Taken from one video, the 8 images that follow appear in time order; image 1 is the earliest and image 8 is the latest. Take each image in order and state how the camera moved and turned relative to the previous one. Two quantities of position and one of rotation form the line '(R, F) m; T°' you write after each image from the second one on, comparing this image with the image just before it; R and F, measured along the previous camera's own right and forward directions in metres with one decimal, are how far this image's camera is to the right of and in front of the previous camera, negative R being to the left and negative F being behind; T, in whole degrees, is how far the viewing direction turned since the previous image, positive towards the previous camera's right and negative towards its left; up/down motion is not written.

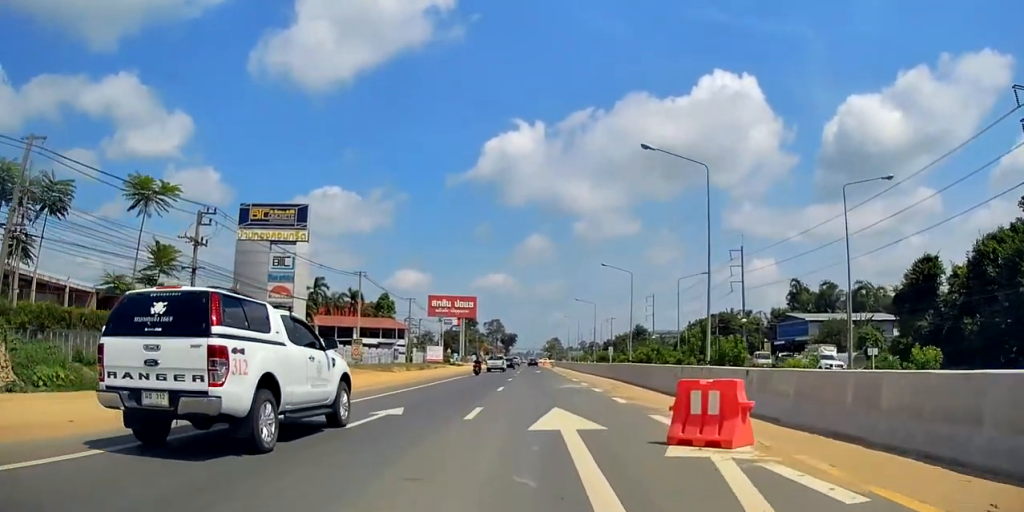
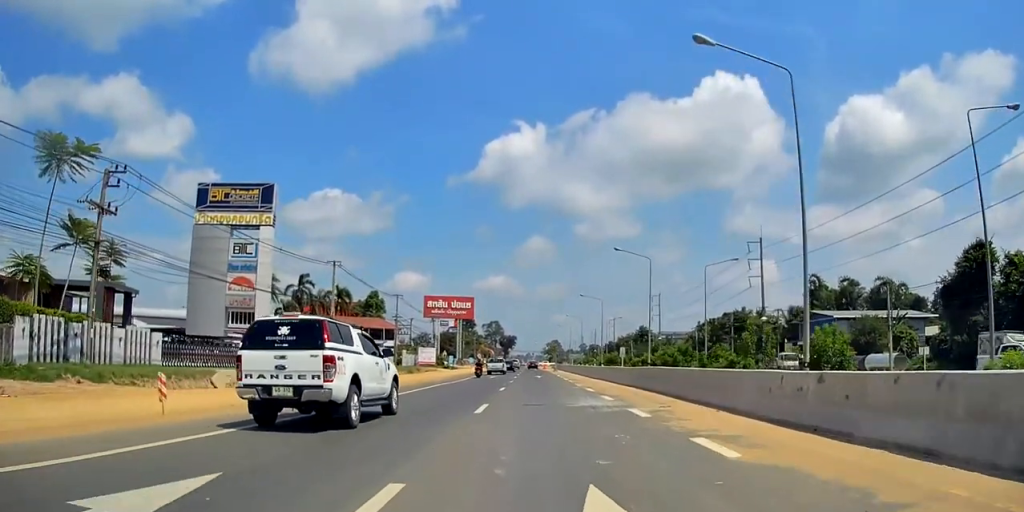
(+0.2, +9.0) m; 0°
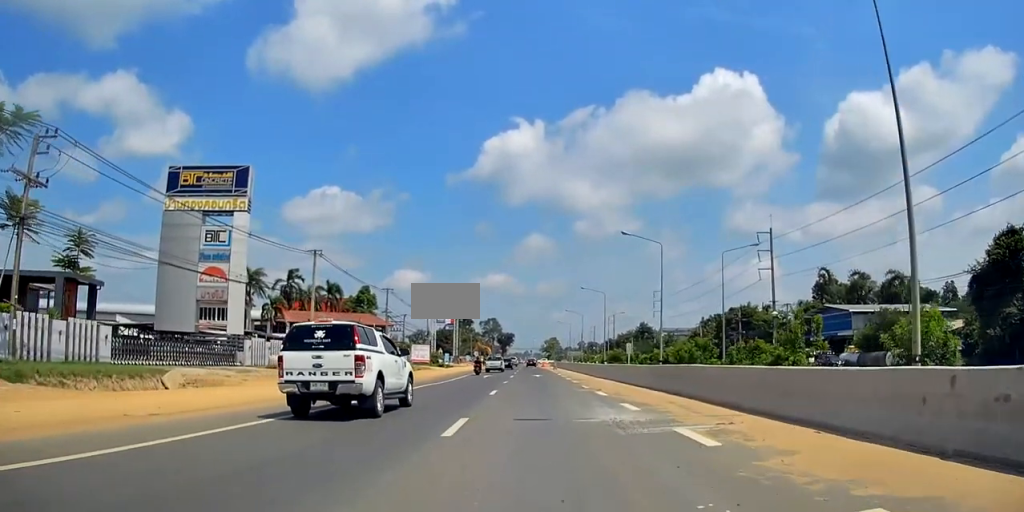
(-0.2, +4.8) m; -1°
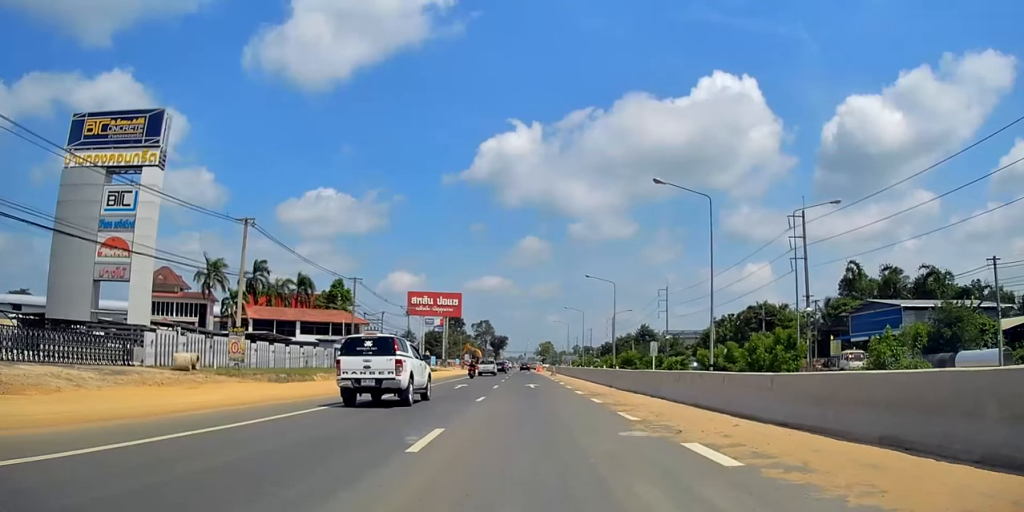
(-0.2, +13.5) m; 0°
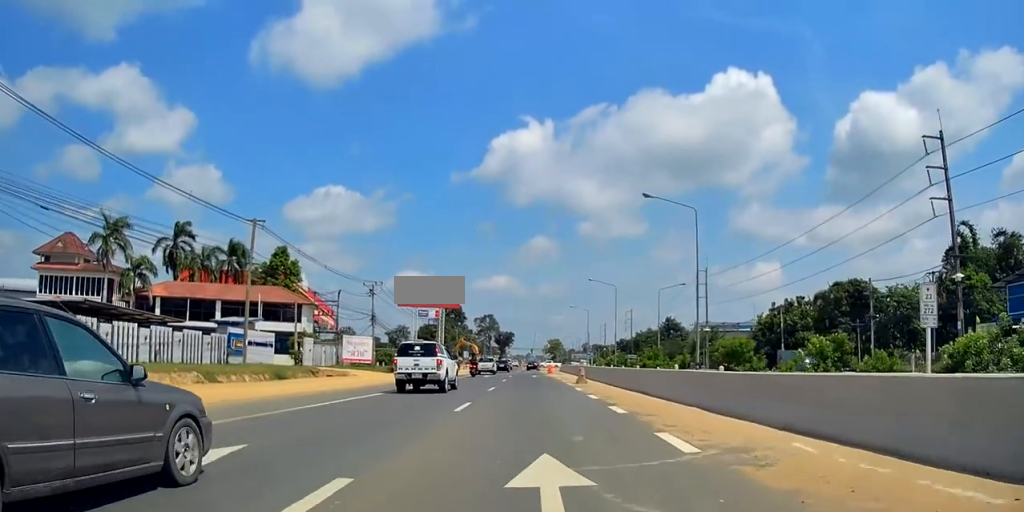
(+0.4, +28.6) m; +1°
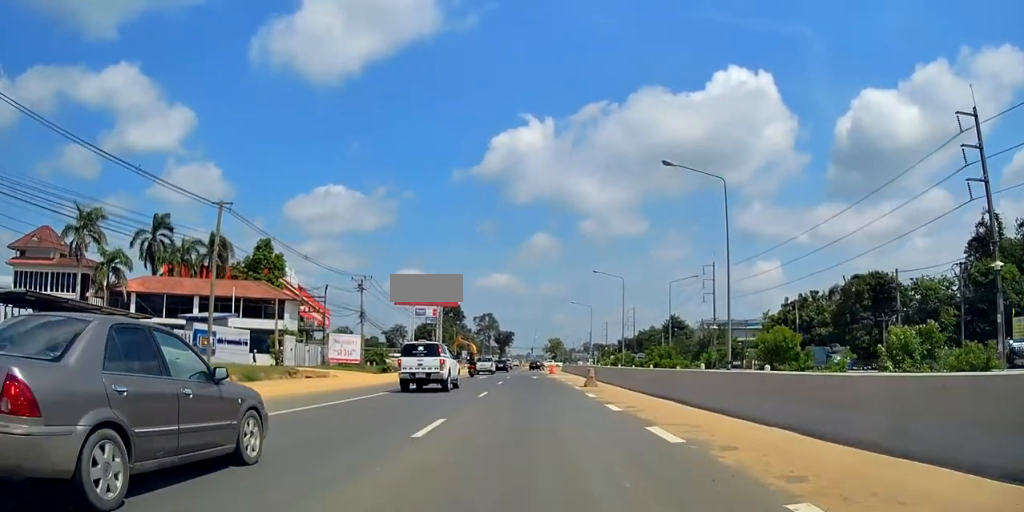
(0.0, +5.3) m; 0°
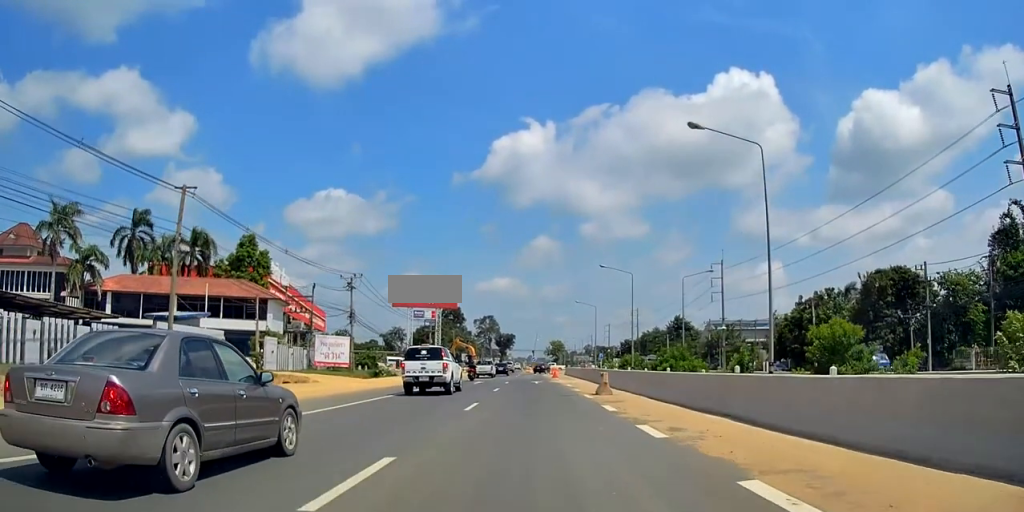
(0.0, +4.9) m; +1°
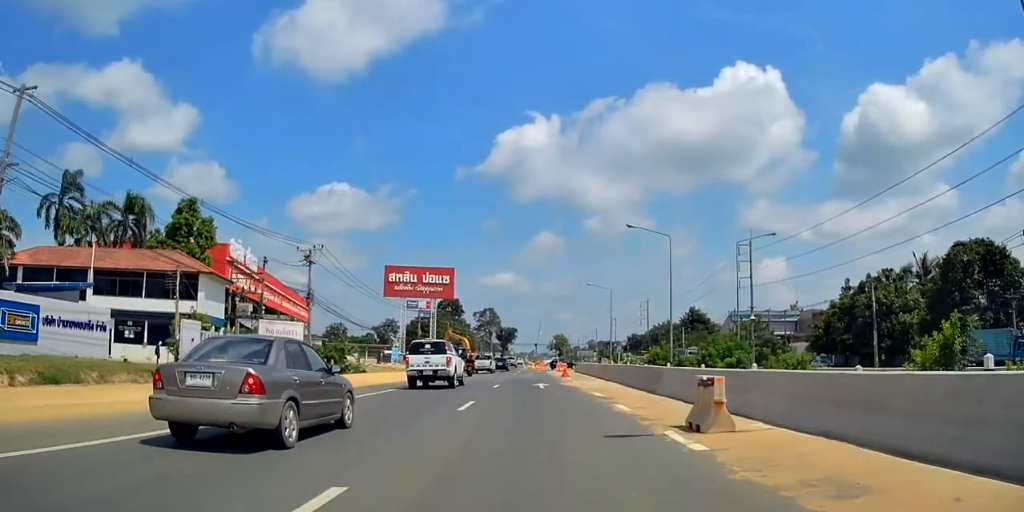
(+0.4, +14.3) m; +3°
